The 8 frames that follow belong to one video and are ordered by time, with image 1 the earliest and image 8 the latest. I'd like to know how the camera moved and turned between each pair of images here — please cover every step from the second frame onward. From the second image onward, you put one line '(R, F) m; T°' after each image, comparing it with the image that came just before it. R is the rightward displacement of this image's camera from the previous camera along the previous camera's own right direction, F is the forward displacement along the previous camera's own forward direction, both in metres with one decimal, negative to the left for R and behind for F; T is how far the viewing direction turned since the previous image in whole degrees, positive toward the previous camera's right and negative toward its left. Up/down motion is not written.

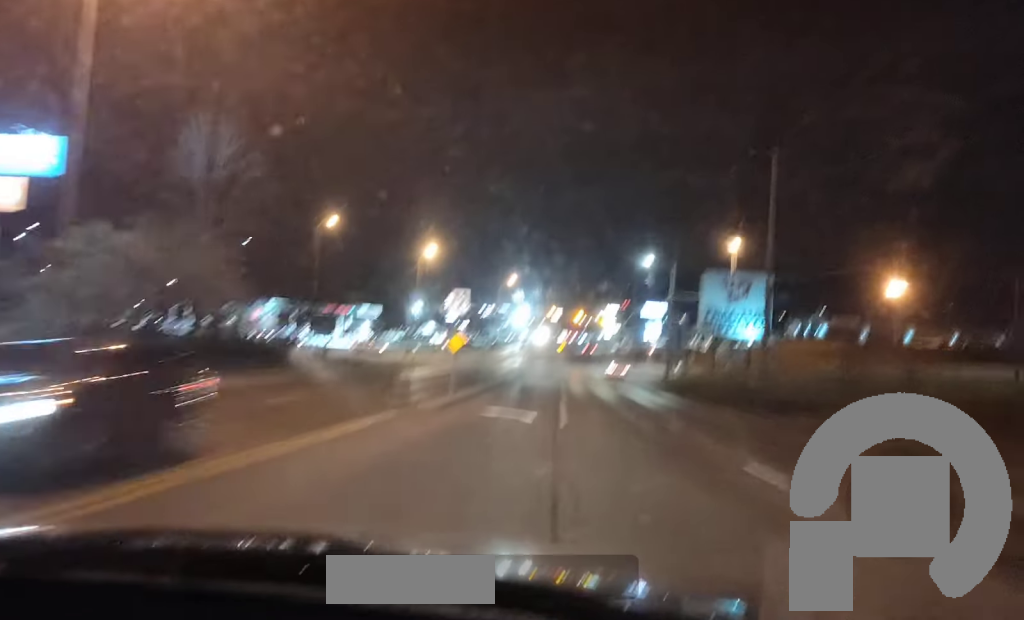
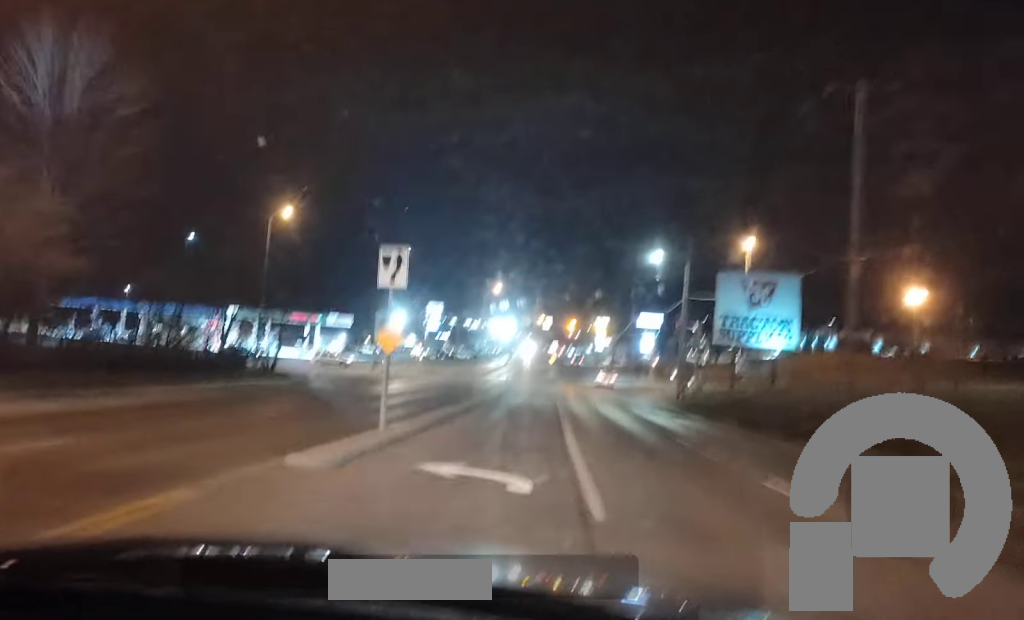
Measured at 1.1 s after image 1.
(+0.1, +13.4) m; +1°
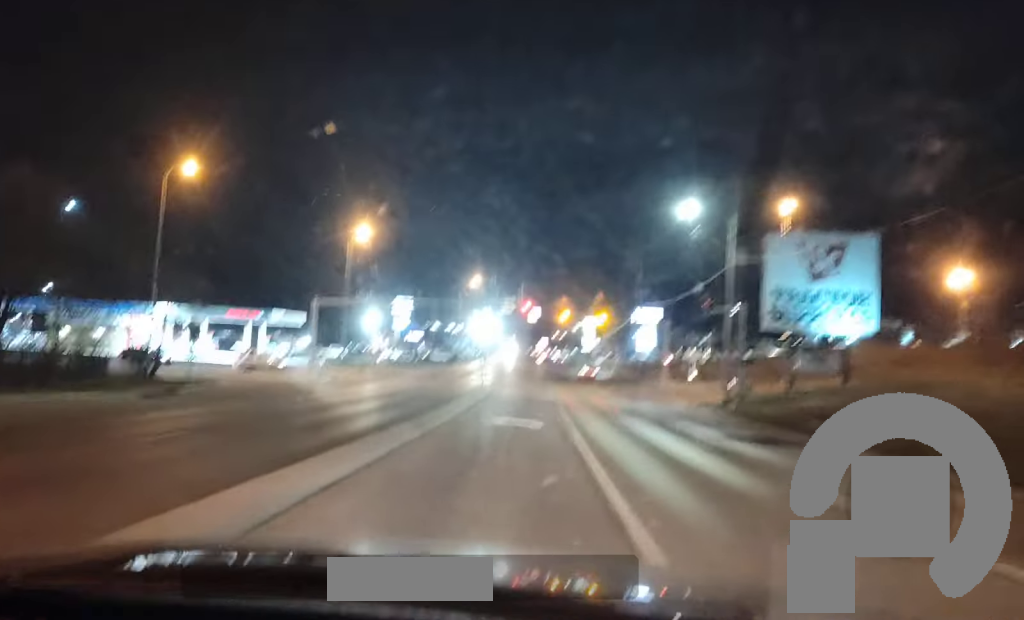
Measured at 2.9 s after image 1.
(+0.1, +20.4) m; +1°
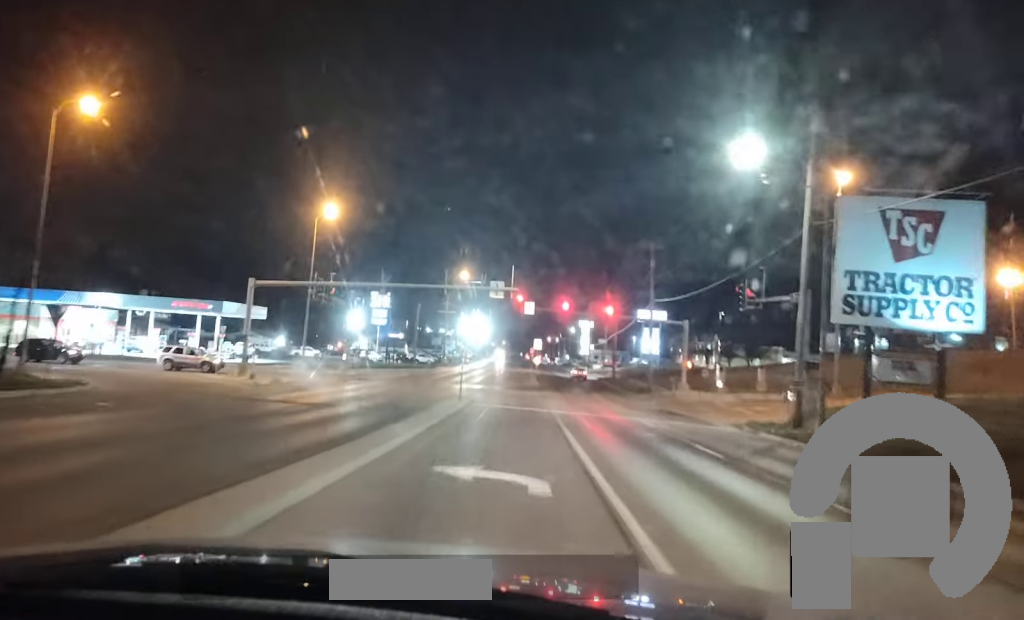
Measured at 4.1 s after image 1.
(+0.1, +13.5) m; 0°
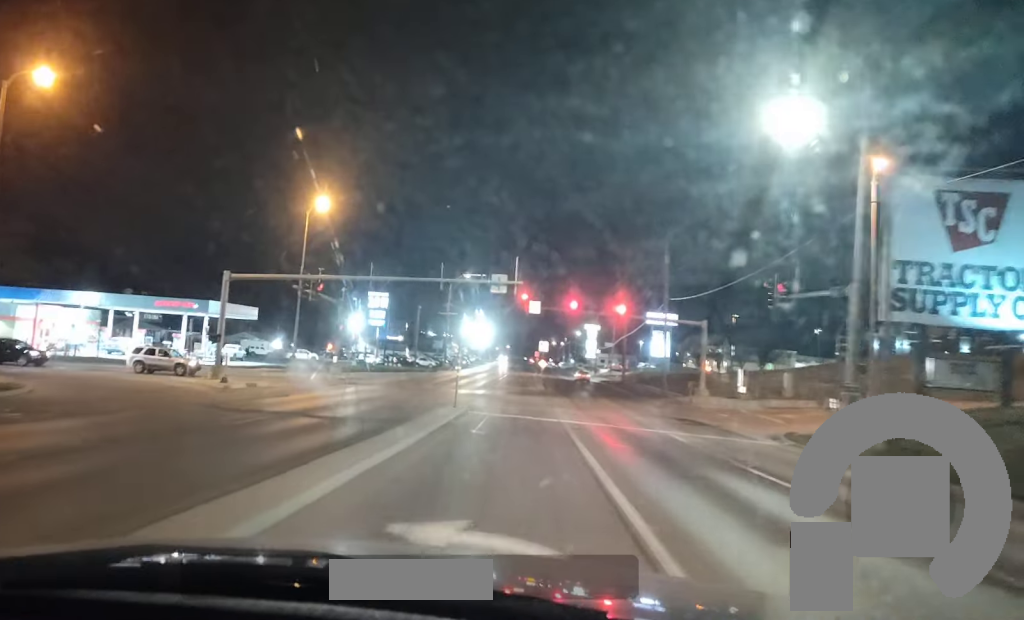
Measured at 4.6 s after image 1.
(0.0, +5.1) m; 0°
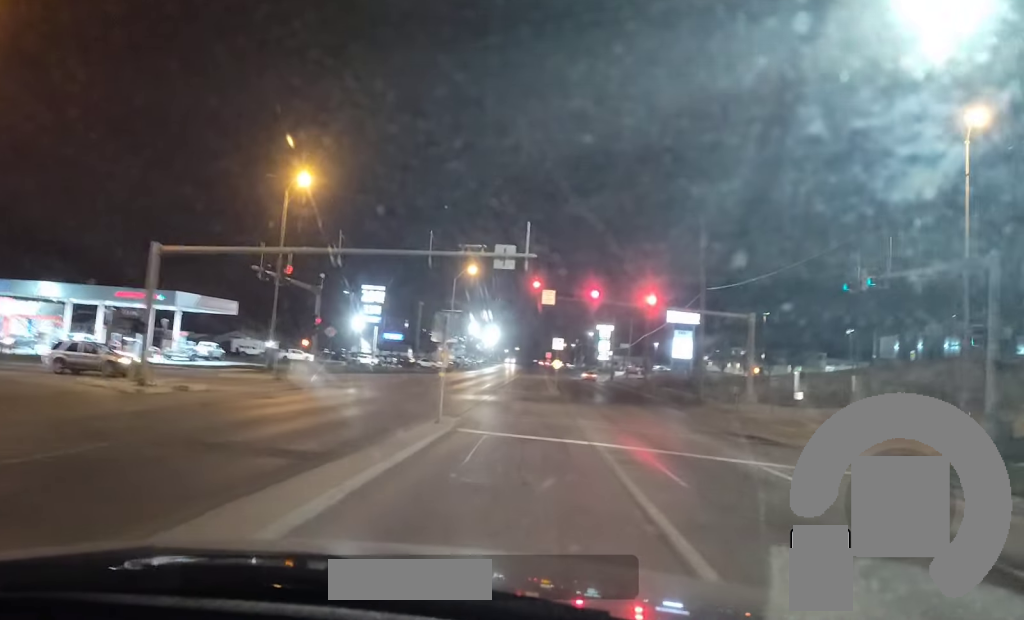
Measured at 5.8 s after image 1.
(0.0, +10.4) m; 0°
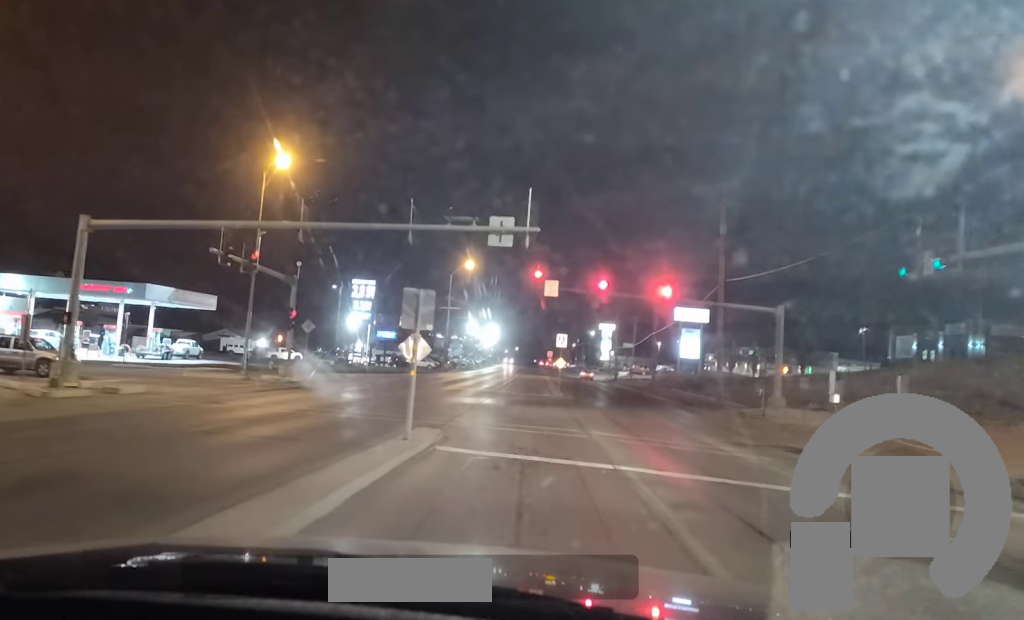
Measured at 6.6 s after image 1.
(0.0, +6.3) m; 0°
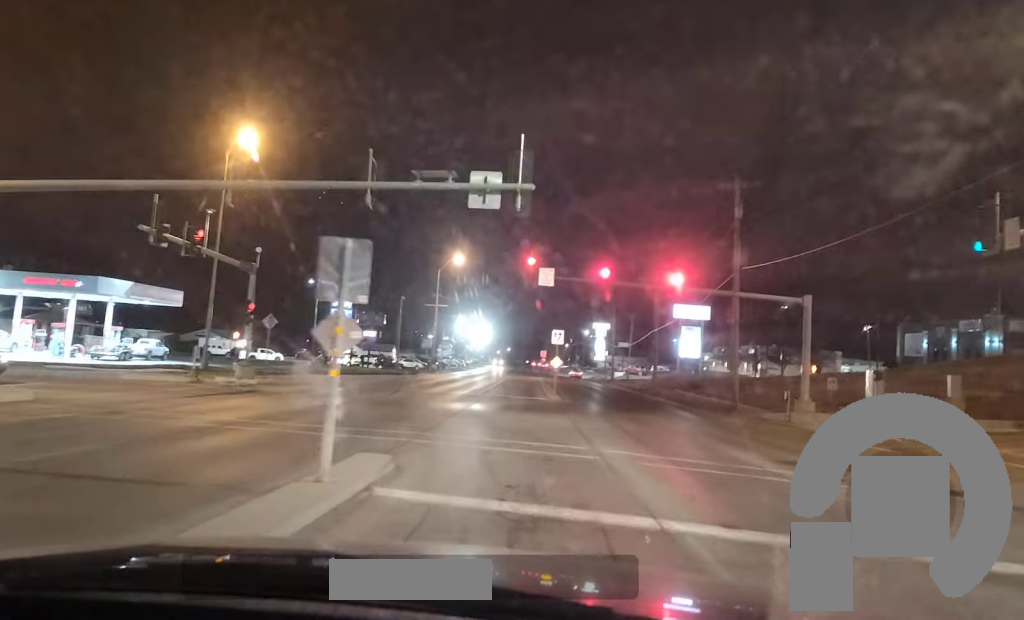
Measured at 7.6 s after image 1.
(0.0, +6.5) m; 0°
